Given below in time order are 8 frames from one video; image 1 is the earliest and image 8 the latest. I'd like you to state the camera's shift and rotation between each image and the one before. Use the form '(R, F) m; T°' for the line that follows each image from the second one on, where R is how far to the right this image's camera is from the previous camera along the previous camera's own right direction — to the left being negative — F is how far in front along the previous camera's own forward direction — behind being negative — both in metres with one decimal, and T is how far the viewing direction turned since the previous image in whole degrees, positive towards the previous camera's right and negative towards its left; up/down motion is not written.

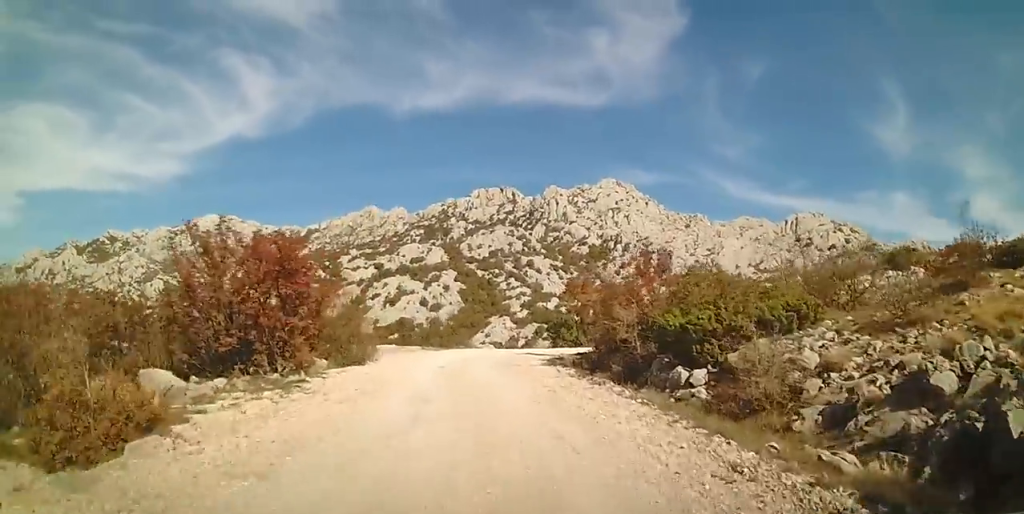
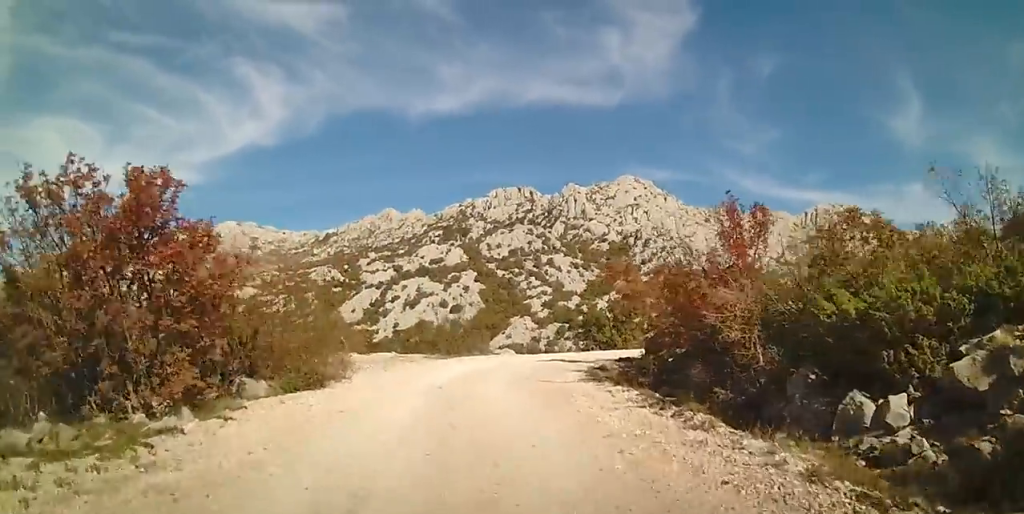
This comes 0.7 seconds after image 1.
(+0.1, +5.2) m; -2°
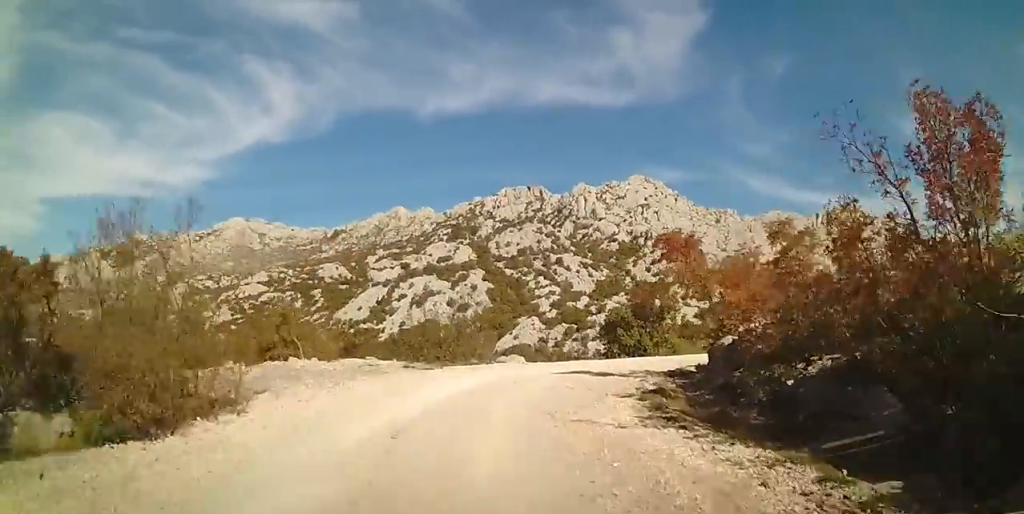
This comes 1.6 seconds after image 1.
(-0.3, +6.0) m; +2°
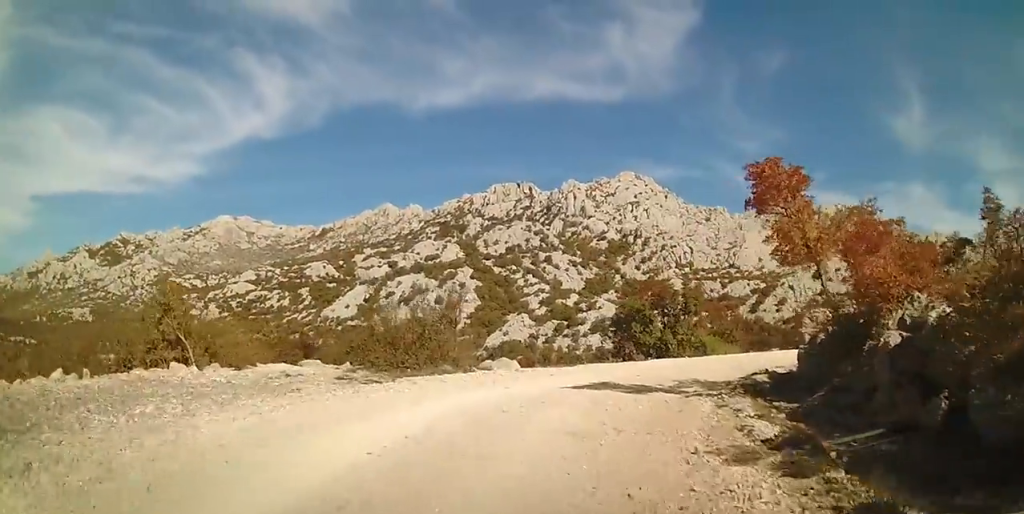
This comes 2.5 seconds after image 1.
(+0.4, +5.9) m; +5°
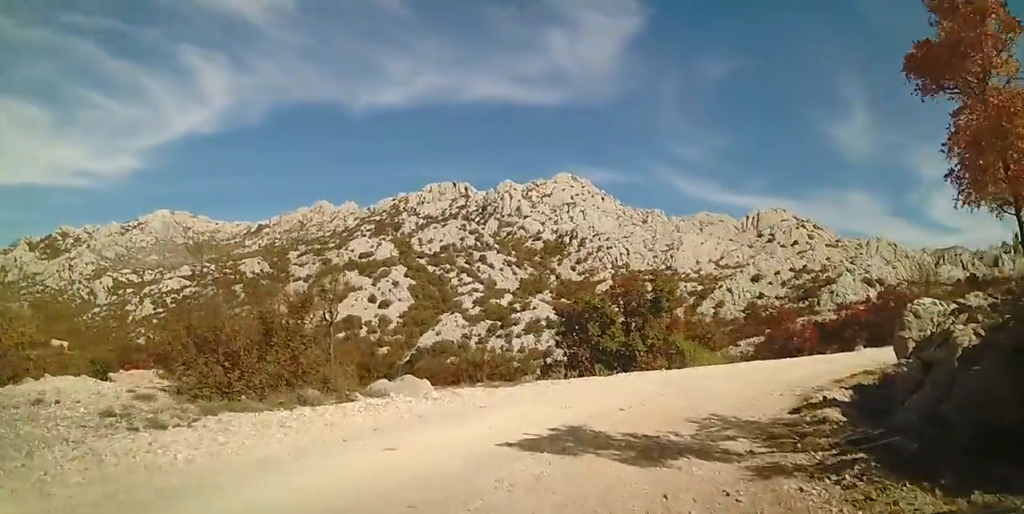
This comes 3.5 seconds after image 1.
(+0.1, +5.4) m; +7°
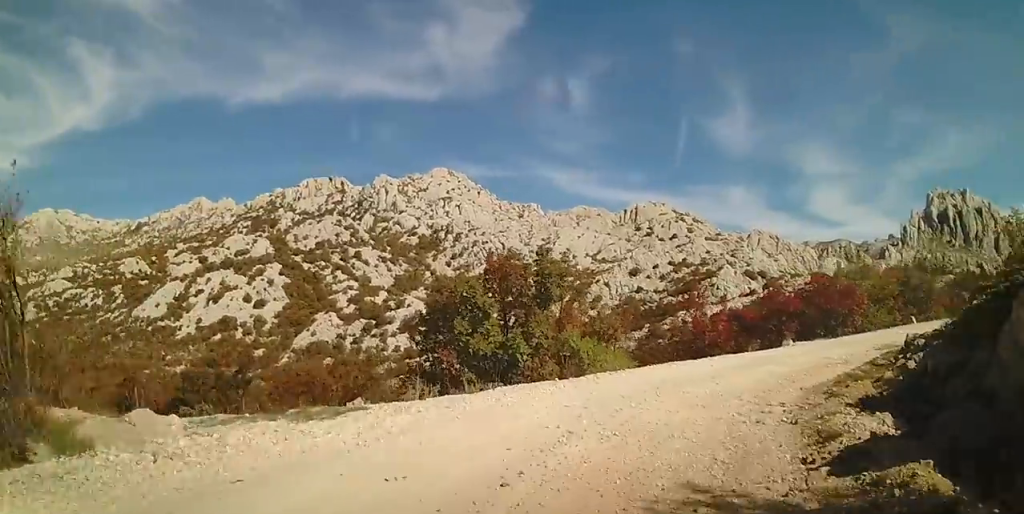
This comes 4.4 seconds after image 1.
(+0.3, +4.1) m; +13°
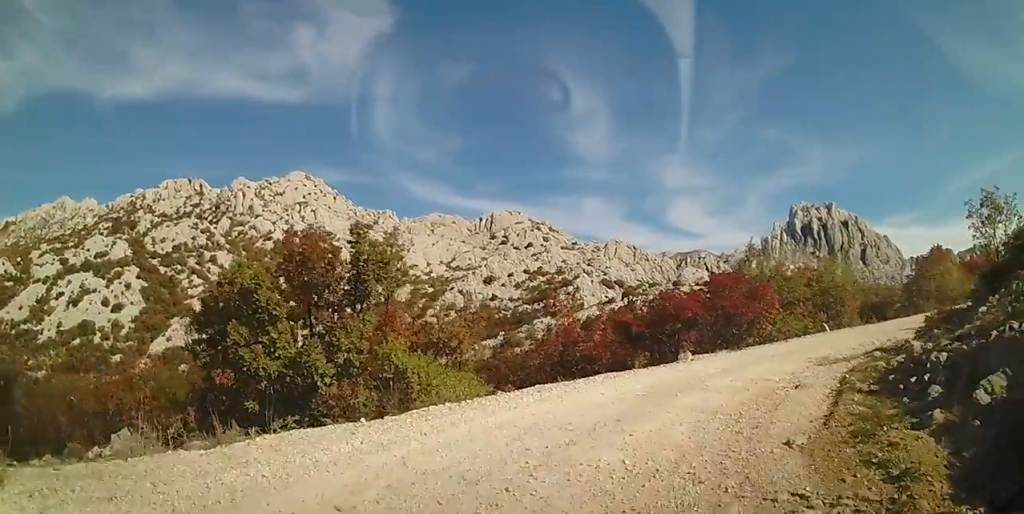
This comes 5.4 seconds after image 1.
(+0.7, +4.2) m; +15°
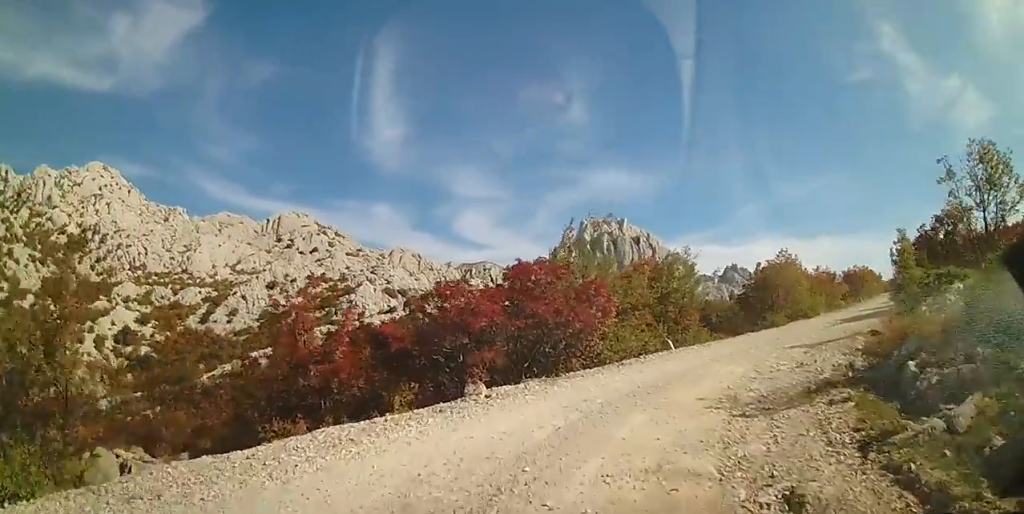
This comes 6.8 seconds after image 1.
(+0.8, +6.0) m; +21°
